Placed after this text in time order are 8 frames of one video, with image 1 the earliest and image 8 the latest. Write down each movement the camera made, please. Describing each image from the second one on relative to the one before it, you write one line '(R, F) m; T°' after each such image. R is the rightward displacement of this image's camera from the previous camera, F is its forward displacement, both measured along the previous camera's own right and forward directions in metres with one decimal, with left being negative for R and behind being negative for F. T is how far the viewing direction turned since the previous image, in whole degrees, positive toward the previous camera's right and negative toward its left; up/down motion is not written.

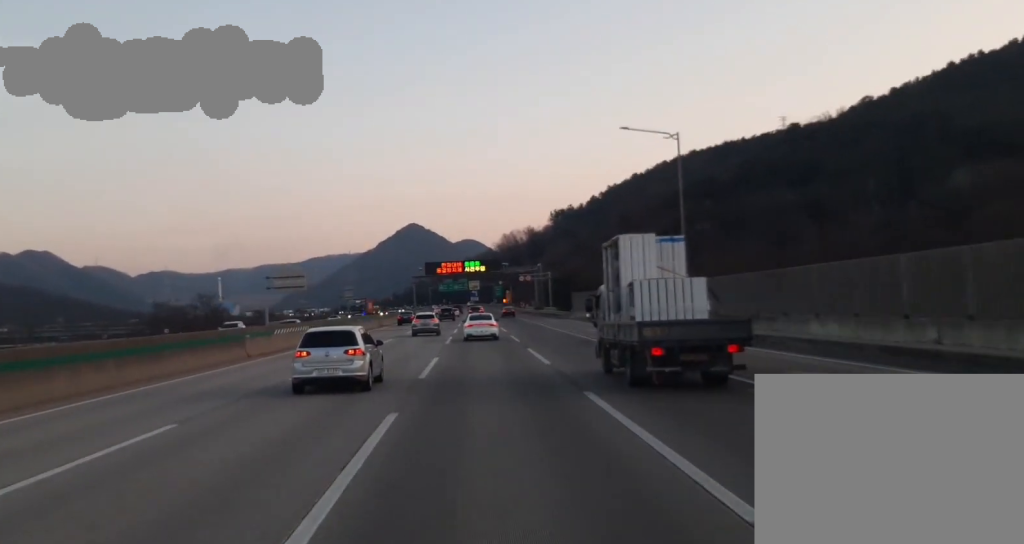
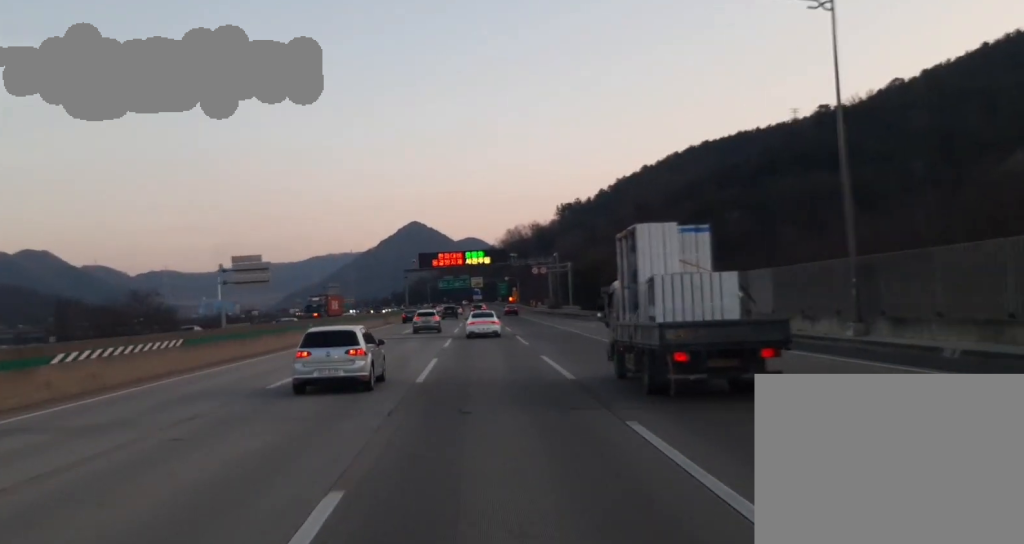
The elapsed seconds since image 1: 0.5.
(0.0, +26.0) m; 0°
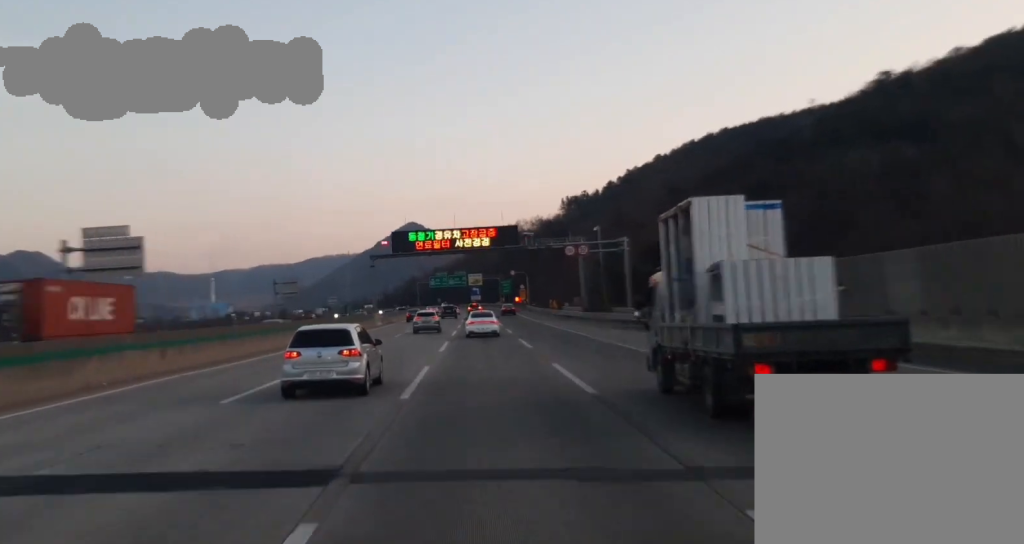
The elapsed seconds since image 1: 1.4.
(0.0, +44.9) m; 0°
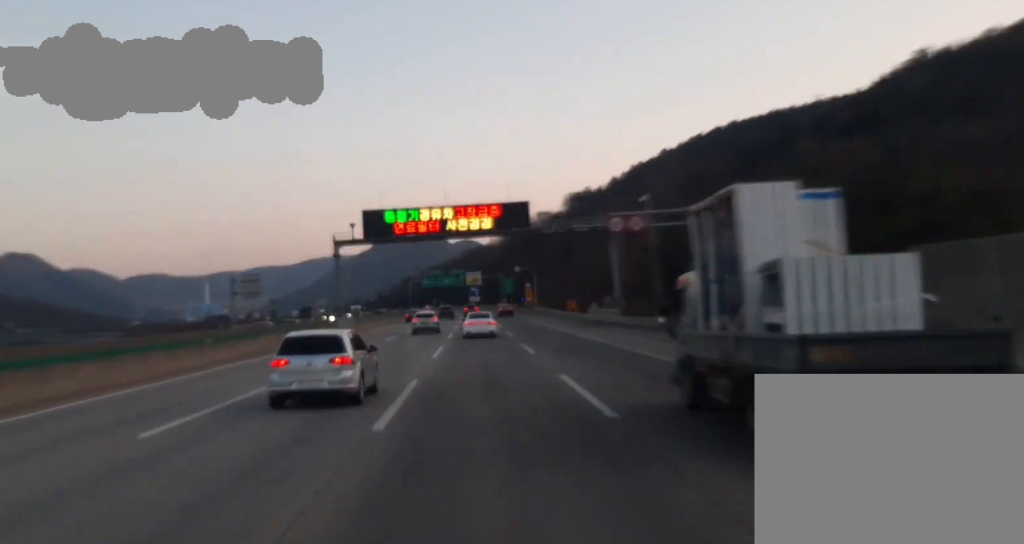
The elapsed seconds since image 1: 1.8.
(0.0, +24.1) m; 0°
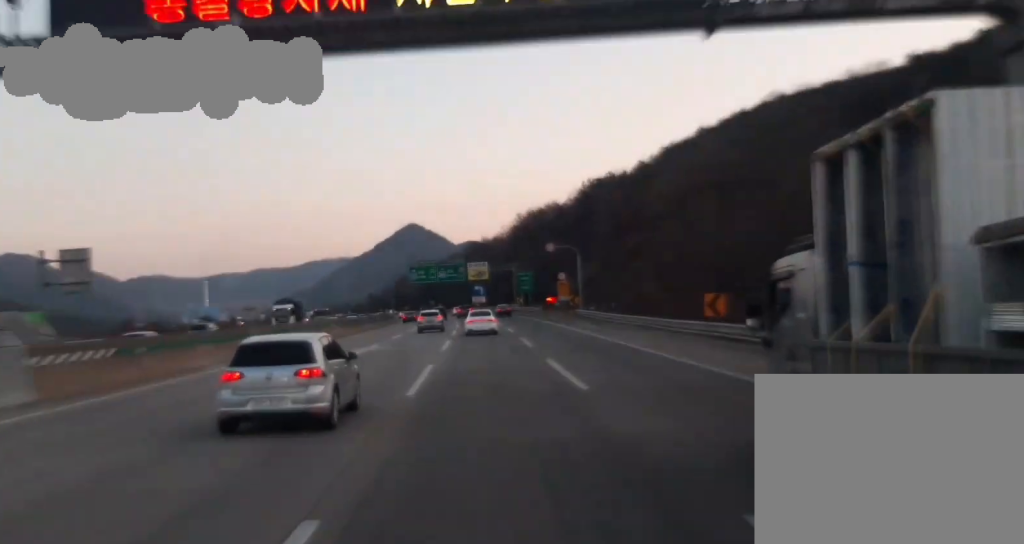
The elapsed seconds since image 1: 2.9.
(-0.1, +54.8) m; -1°
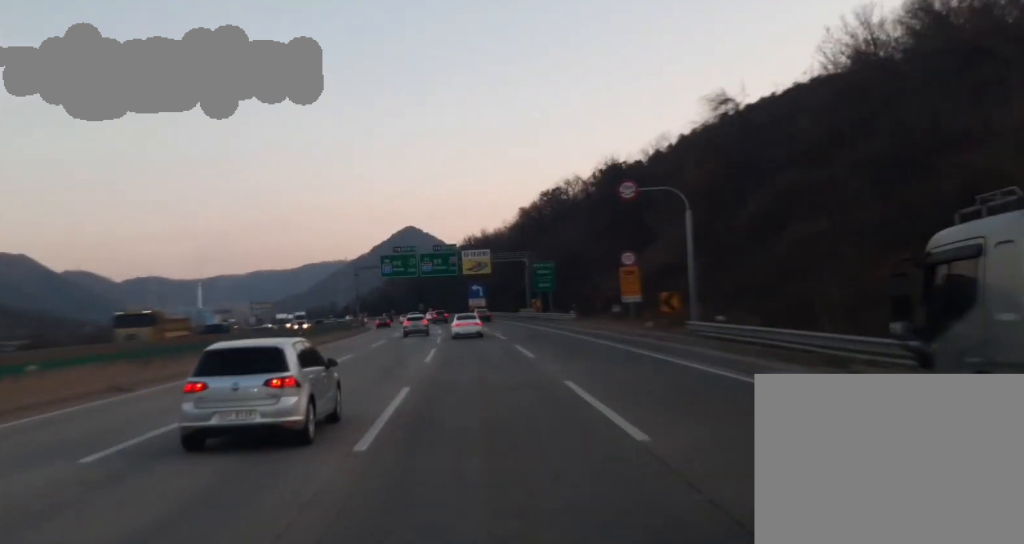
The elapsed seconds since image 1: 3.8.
(-0.3, +45.8) m; 0°
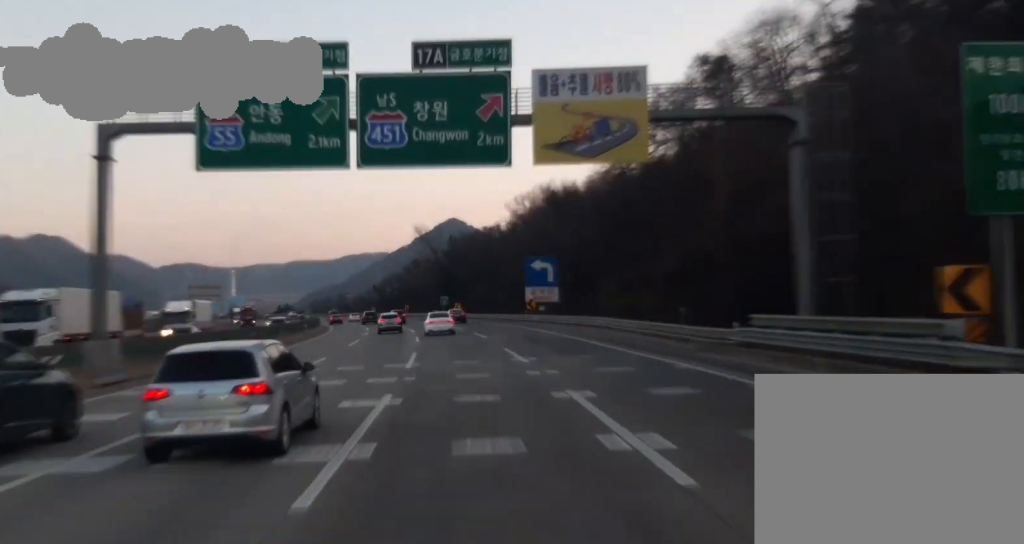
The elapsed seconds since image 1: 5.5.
(-0.7, +84.1) m; -1°
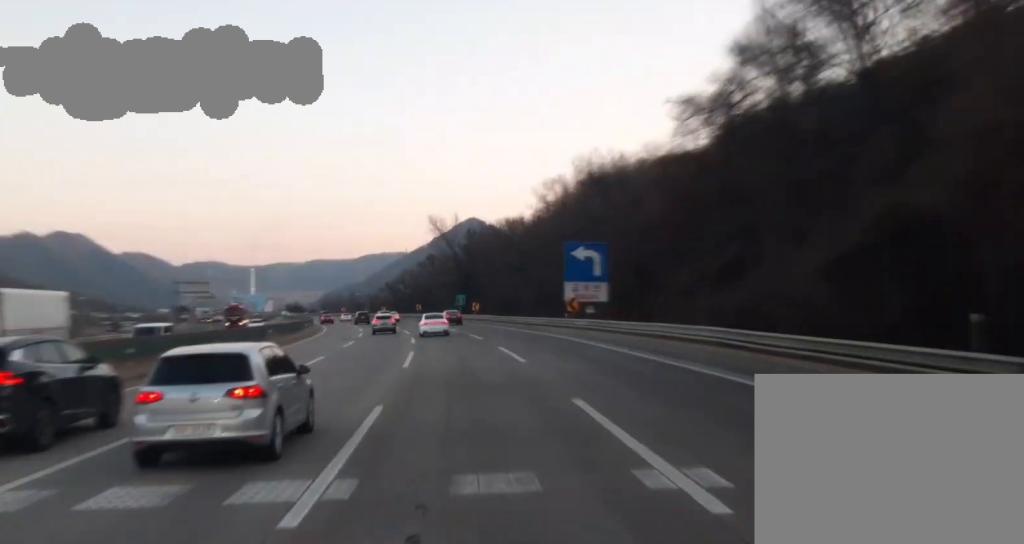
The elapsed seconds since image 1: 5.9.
(-0.1, +21.8) m; 0°
